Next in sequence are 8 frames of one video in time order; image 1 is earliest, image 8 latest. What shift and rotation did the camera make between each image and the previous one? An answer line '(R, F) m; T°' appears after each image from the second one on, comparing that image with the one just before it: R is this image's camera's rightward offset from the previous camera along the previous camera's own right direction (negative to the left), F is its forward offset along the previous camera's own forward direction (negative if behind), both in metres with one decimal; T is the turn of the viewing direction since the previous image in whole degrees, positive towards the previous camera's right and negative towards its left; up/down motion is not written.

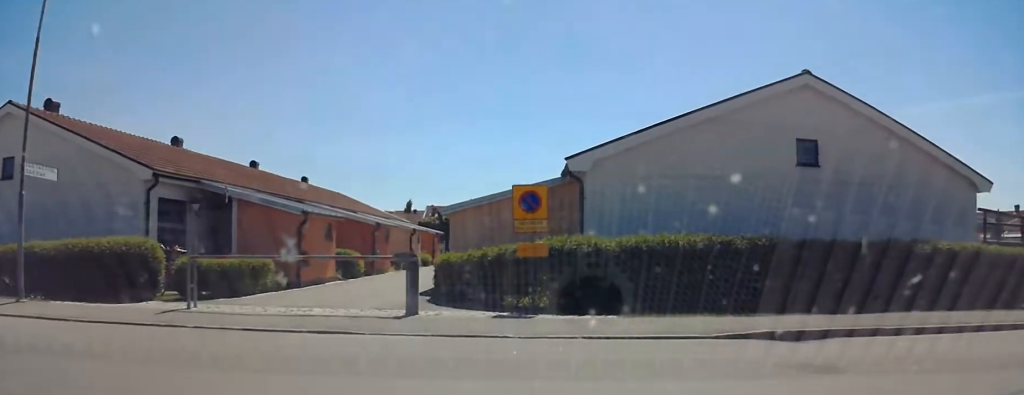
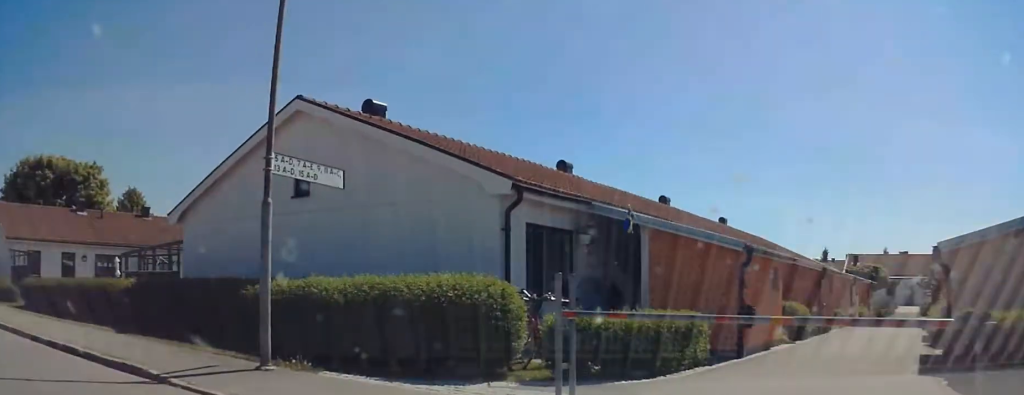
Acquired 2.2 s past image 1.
(-1.2, +6.1) m; -33°
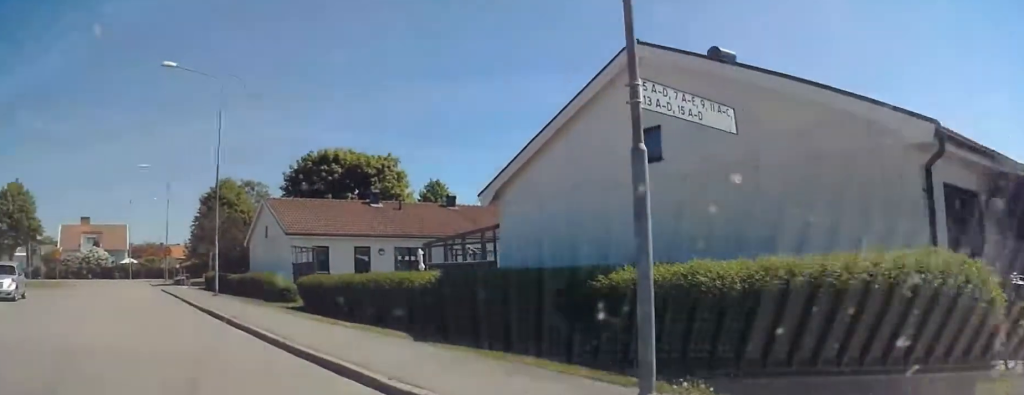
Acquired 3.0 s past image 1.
(-0.4, +2.3) m; -17°
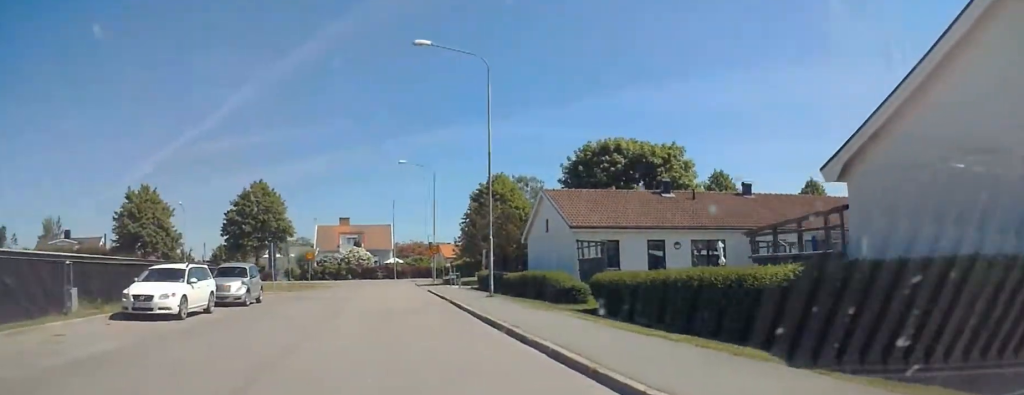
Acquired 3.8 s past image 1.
(-0.4, +2.6) m; -16°
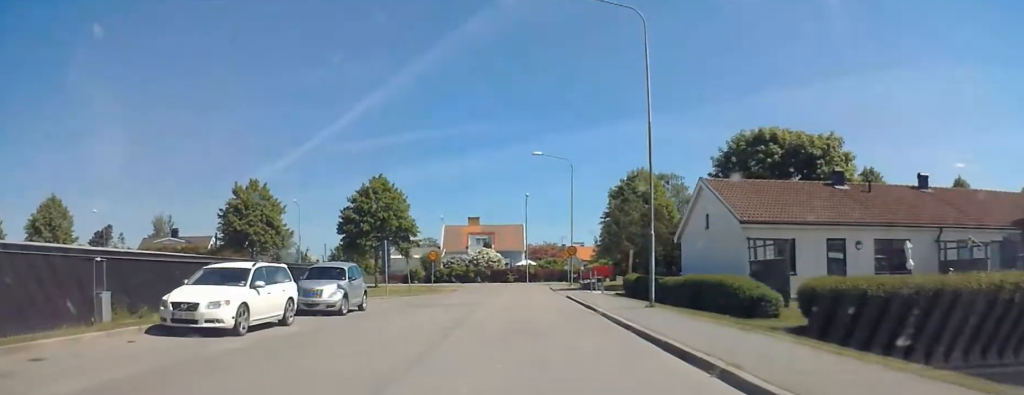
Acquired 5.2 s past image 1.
(-0.9, +5.0) m; -17°
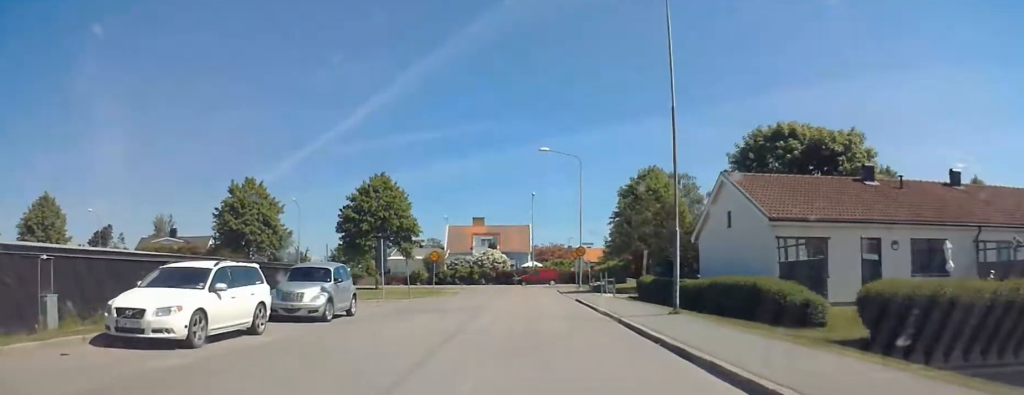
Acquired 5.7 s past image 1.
(-0.1, +2.6) m; -2°
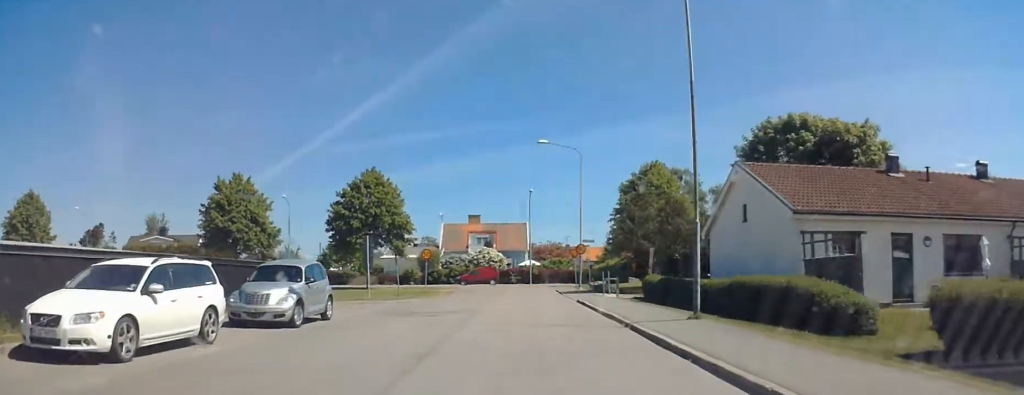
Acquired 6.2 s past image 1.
(-0.1, +2.3) m; -1°
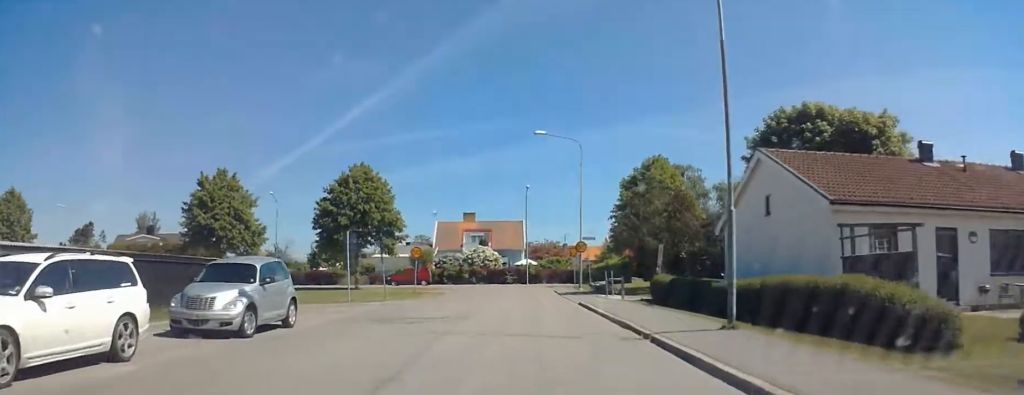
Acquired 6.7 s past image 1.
(0.0, +2.8) m; 0°
